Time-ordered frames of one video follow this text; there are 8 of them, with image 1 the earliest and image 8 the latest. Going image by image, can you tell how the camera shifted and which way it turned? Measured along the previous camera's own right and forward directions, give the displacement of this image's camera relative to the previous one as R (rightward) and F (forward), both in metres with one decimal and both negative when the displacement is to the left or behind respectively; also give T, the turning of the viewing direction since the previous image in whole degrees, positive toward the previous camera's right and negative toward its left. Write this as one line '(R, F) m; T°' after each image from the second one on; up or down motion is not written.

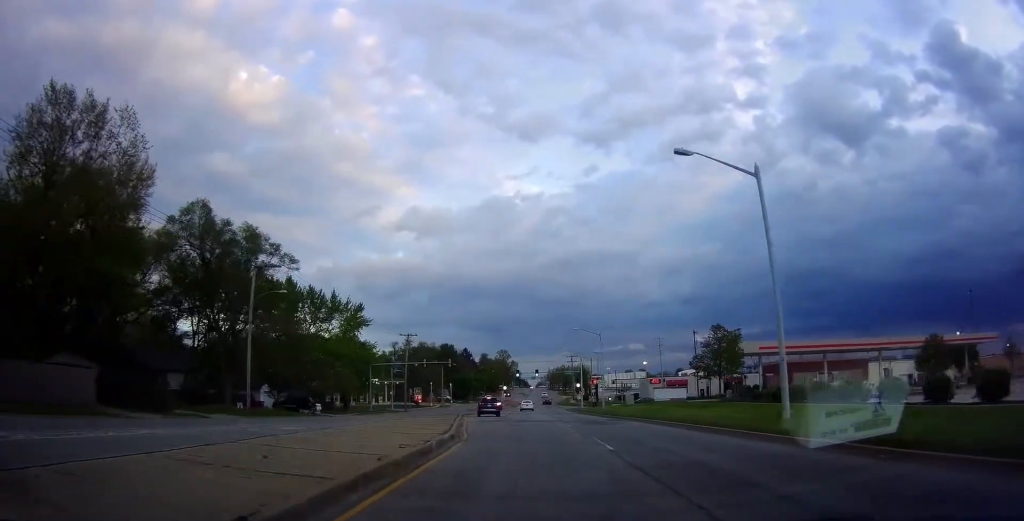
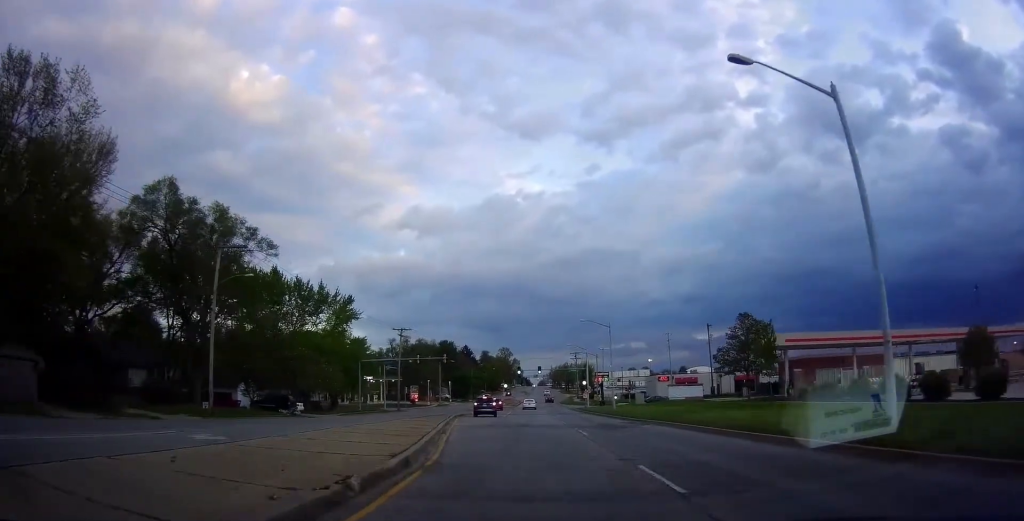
(0.0, +6.2) m; 0°
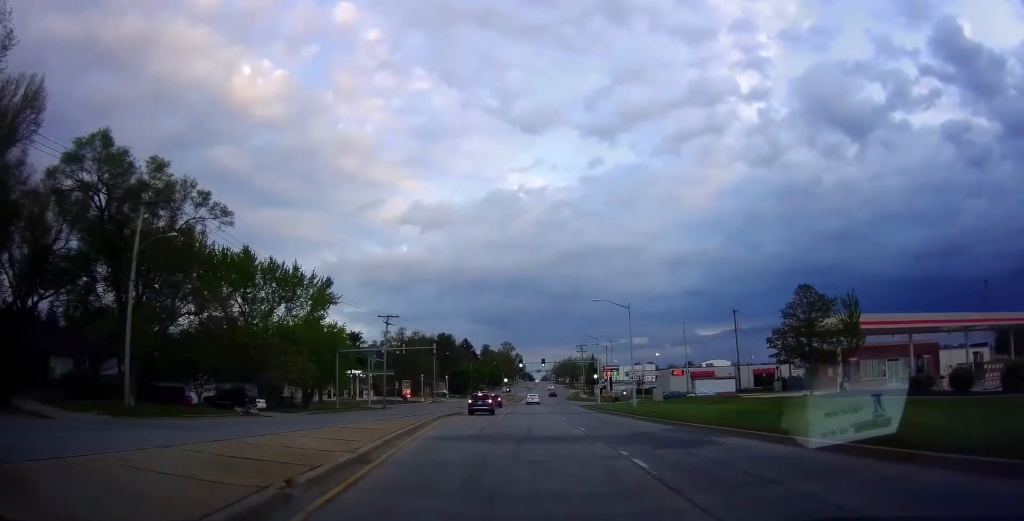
(0.0, +9.6) m; 0°
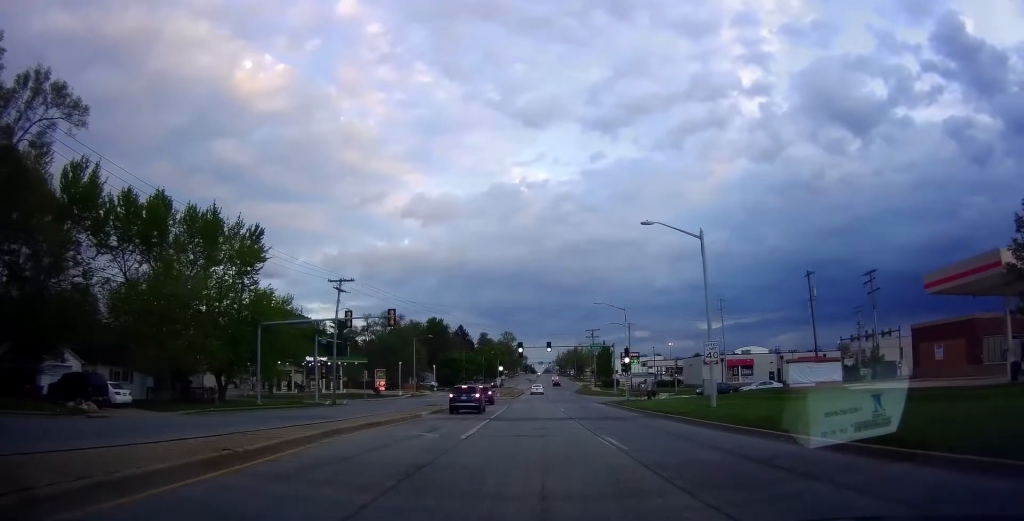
(-0.3, +19.5) m; -1°
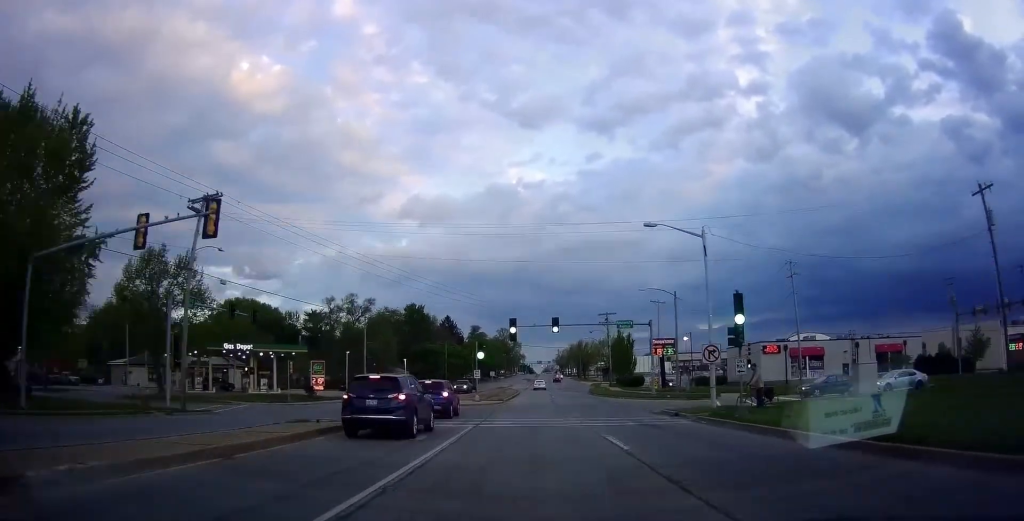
(+0.3, +25.2) m; +1°
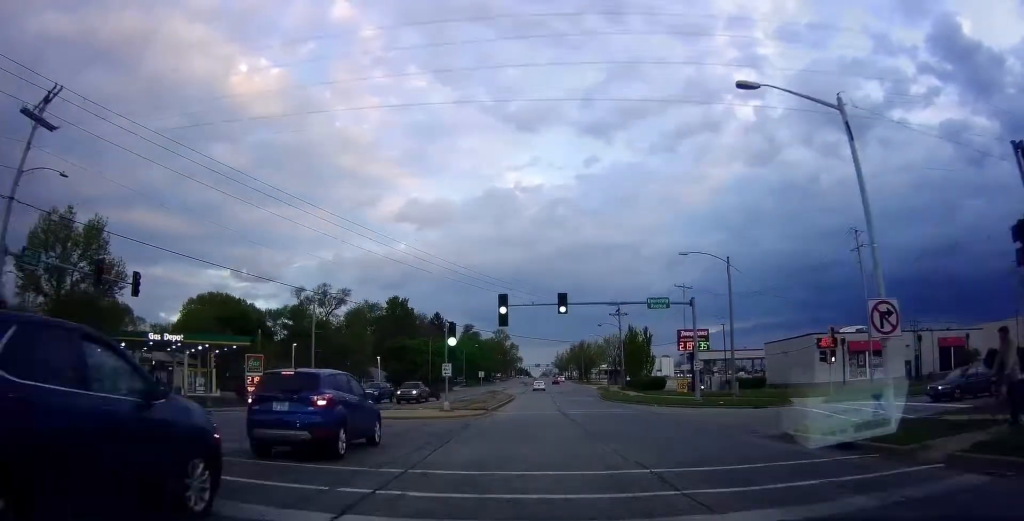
(0.0, +15.0) m; -3°
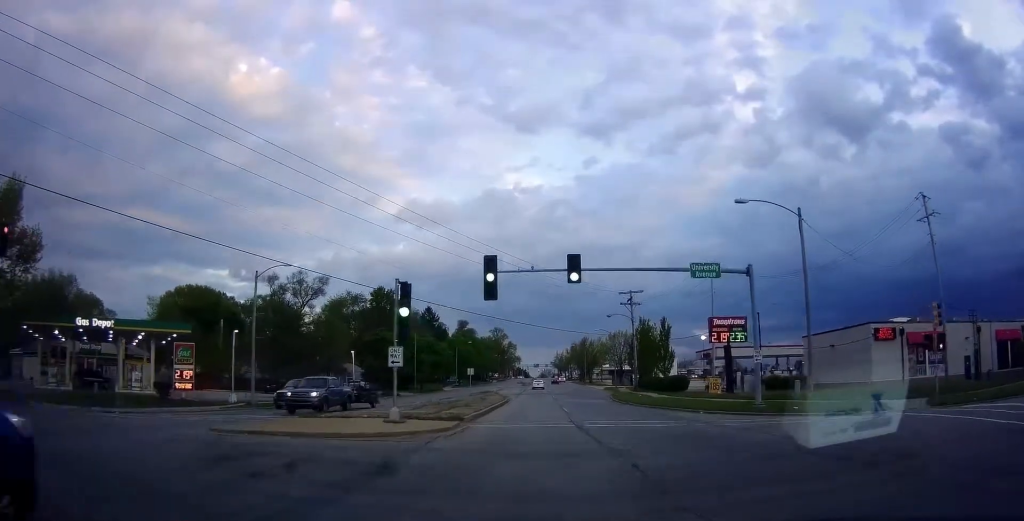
(-0.6, +10.8) m; 0°
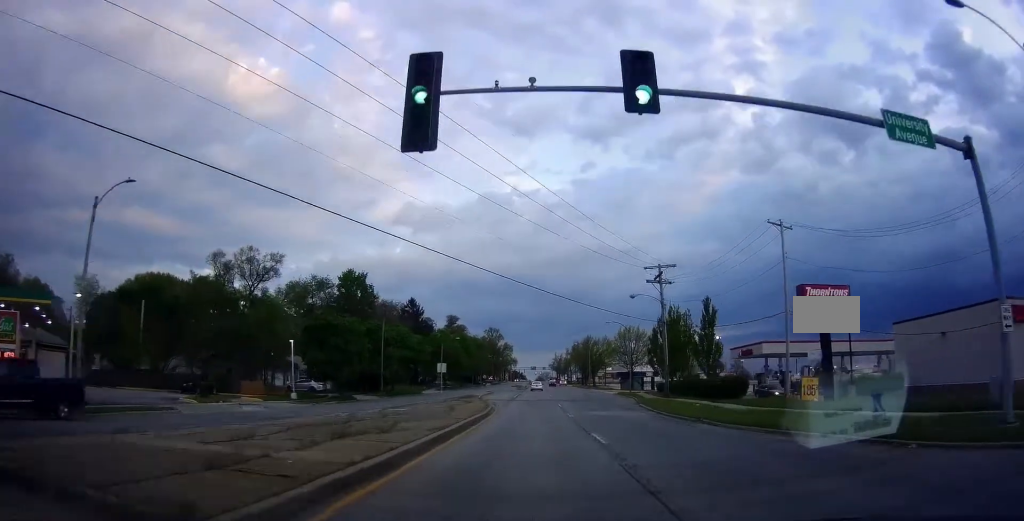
(+0.4, +16.8) m; +2°
